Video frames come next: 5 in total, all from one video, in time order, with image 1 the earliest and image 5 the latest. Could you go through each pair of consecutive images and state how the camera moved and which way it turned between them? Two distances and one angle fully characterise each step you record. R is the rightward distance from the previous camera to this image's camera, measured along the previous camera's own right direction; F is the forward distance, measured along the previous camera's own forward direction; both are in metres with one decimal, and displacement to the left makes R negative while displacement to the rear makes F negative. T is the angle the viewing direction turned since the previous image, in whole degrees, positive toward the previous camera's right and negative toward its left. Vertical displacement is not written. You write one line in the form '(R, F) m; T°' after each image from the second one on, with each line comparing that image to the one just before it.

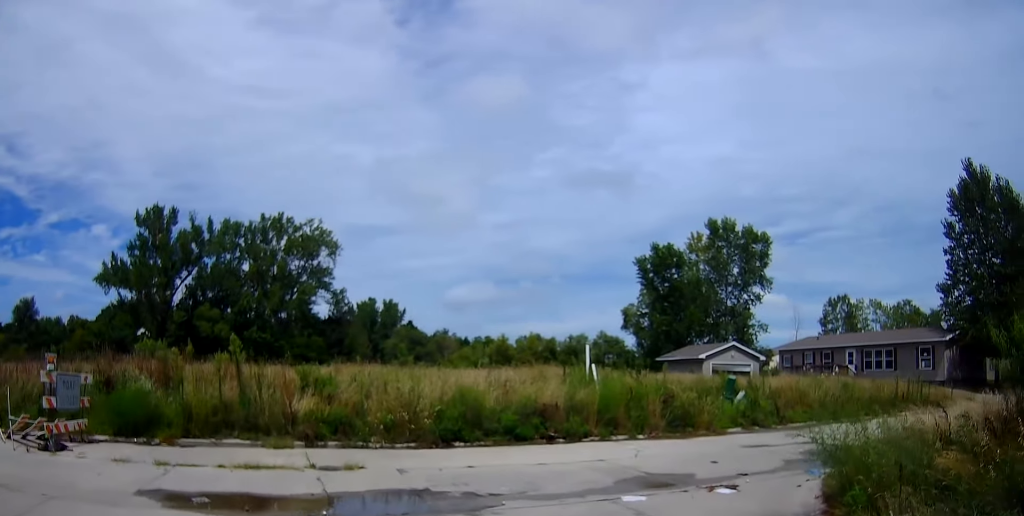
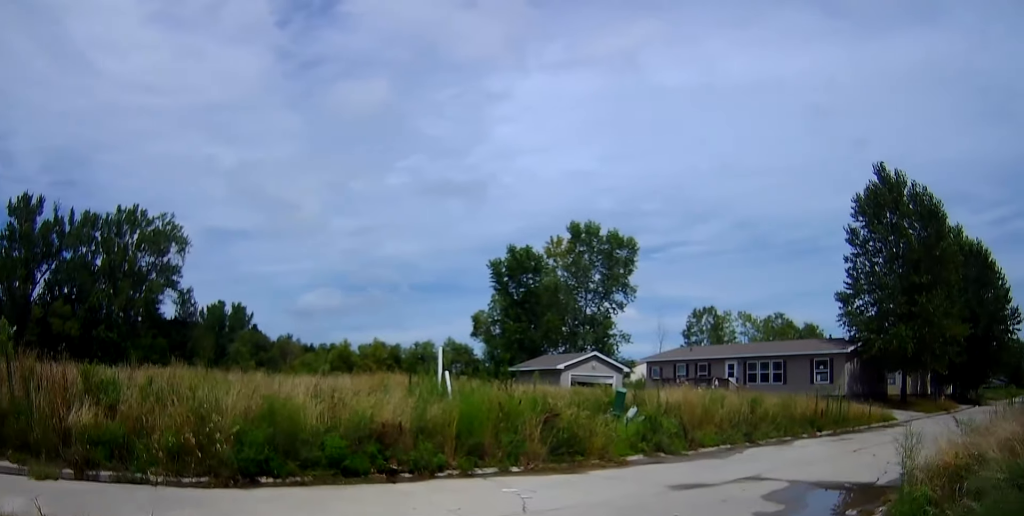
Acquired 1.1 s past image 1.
(+0.7, +4.3) m; +20°
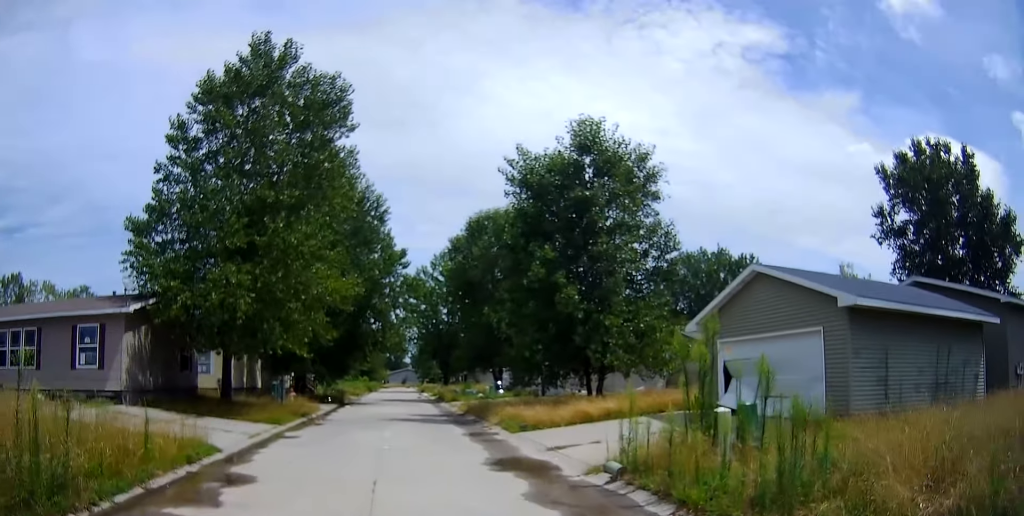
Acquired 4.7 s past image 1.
(+8.2, +14.0) m; +50°
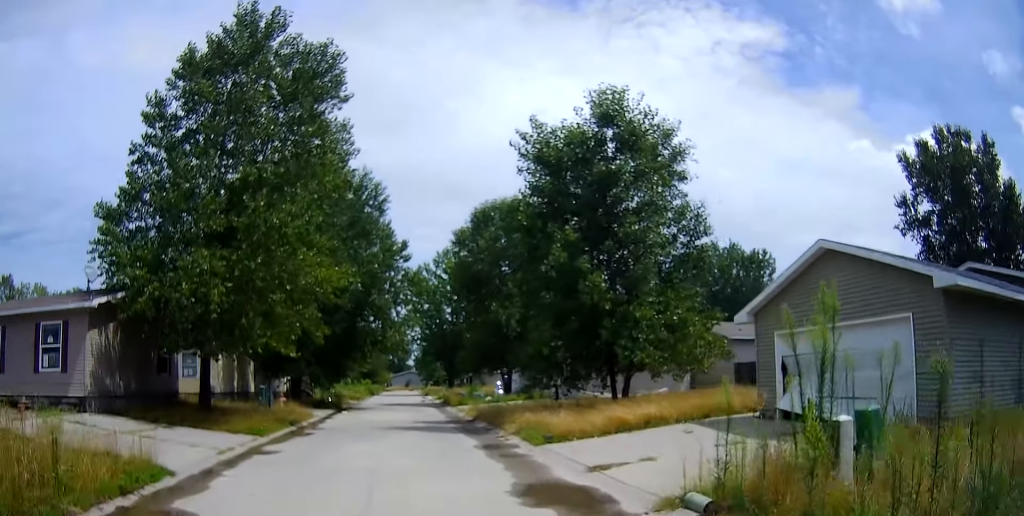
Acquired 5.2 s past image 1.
(+0.3, +2.9) m; +1°
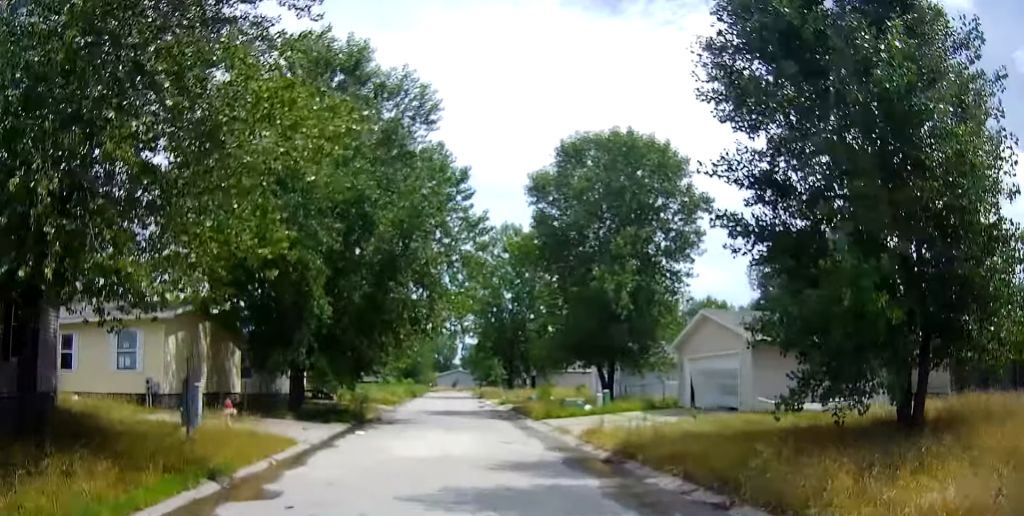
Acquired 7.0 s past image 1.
(+0.1, +12.5) m; 0°
